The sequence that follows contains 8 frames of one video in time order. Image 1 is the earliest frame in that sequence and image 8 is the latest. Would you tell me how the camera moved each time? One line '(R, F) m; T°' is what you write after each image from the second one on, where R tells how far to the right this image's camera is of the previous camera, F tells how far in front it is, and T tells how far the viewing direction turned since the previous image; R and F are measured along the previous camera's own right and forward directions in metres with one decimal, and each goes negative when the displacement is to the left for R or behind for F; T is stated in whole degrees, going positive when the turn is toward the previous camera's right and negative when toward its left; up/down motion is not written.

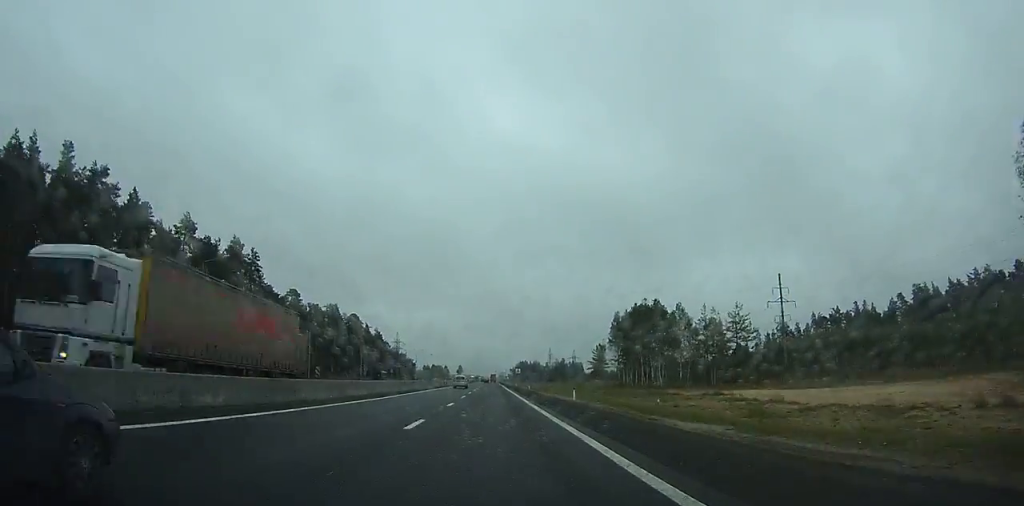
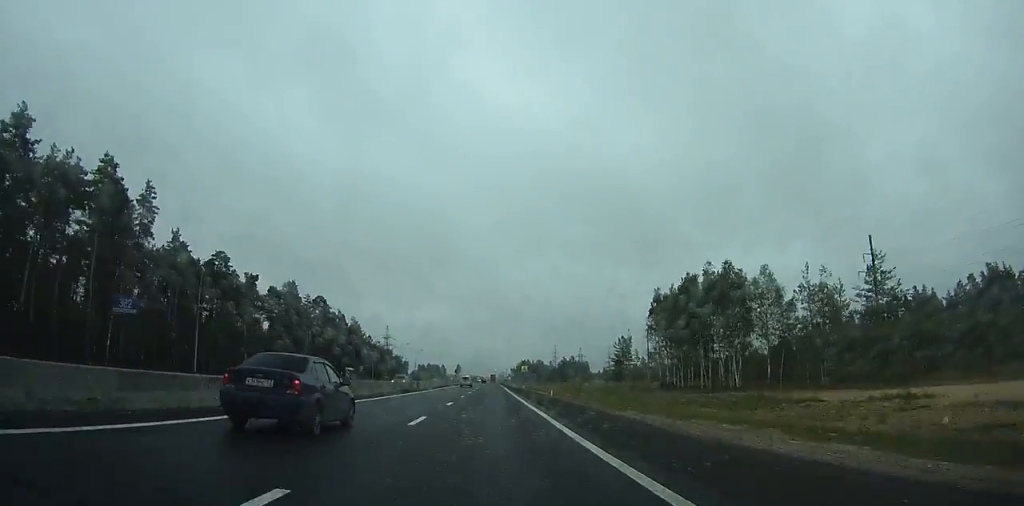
(+0.1, +35.5) m; 0°
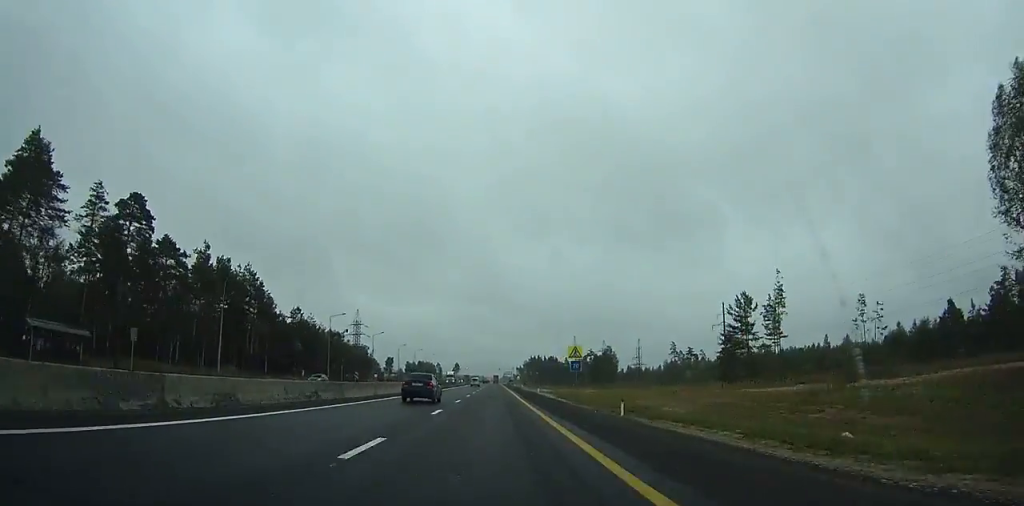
(+0.2, +72.4) m; 0°
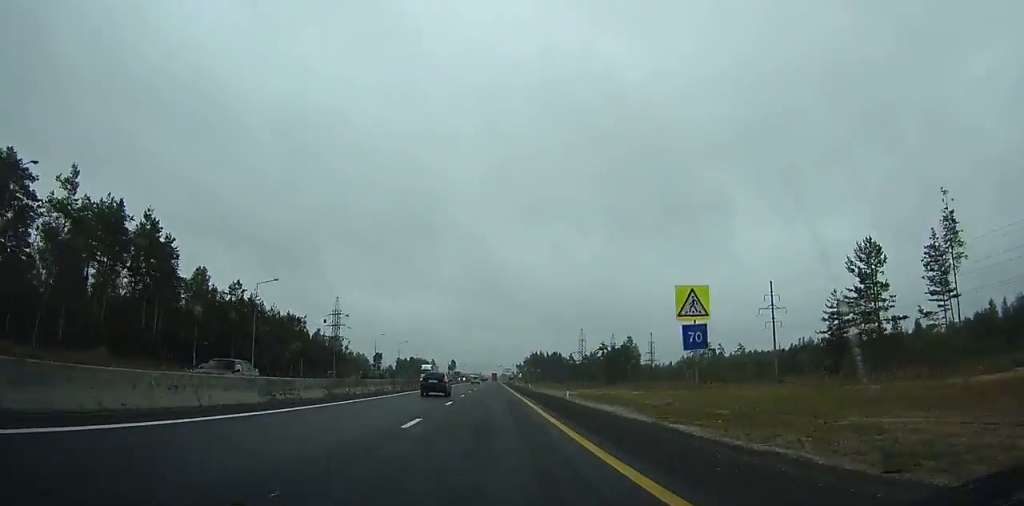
(-0.1, +28.3) m; 0°
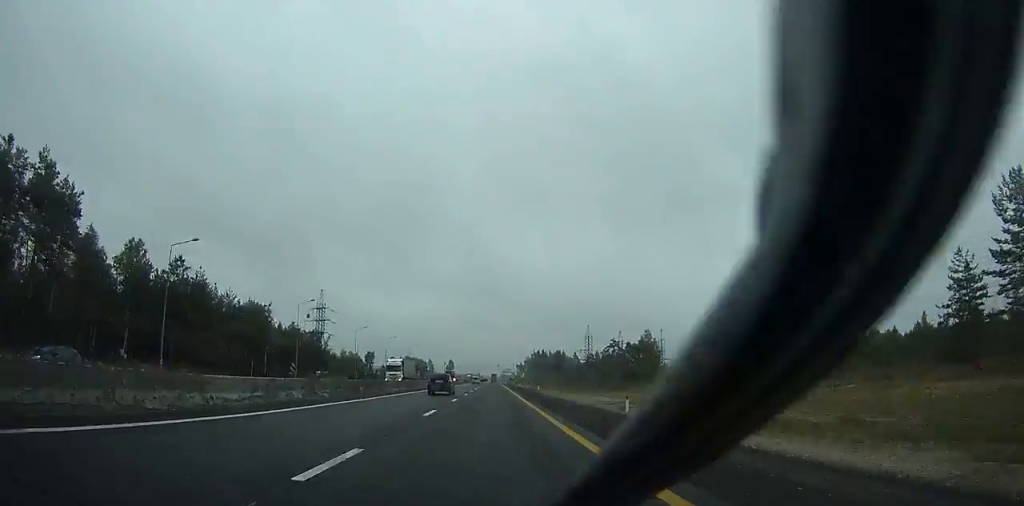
(0.0, +19.3) m; 0°
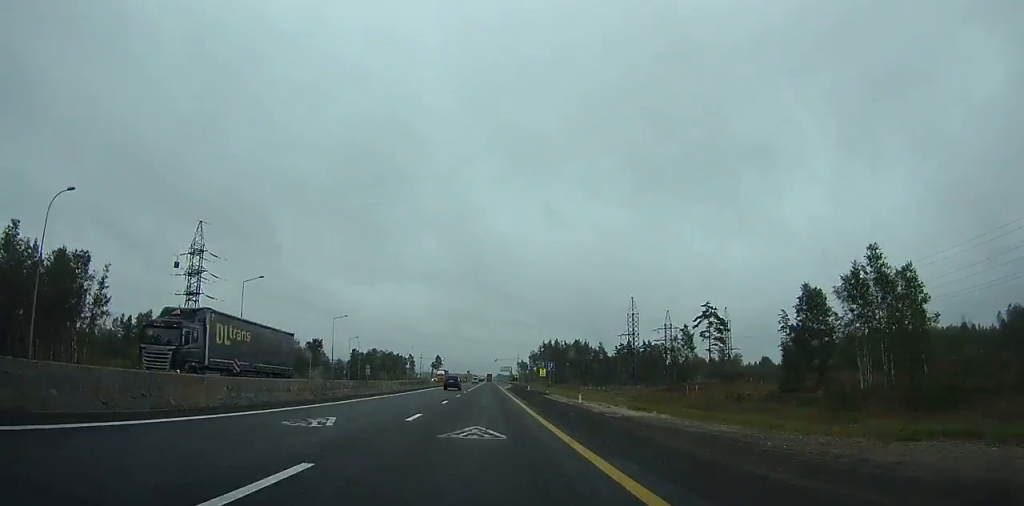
(-0.3, +92.8) m; 0°
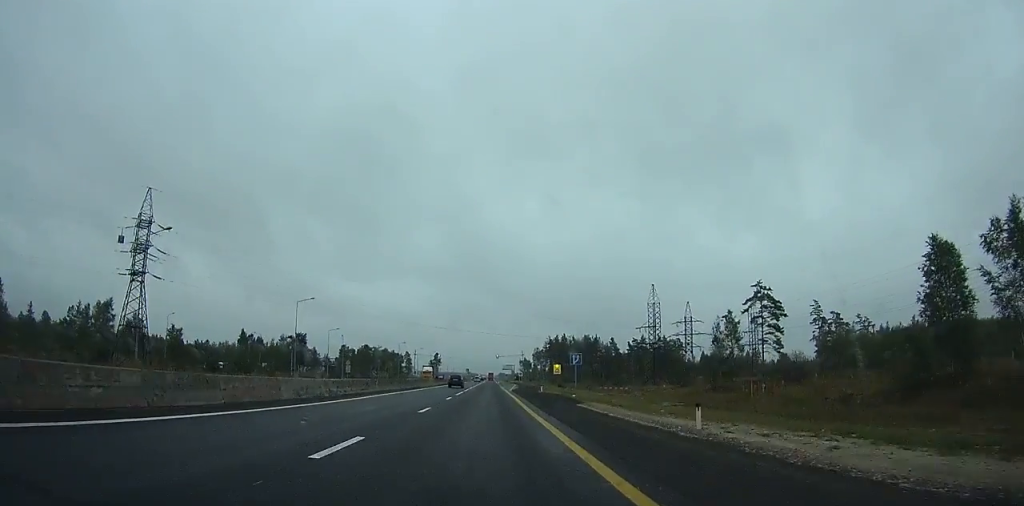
(0.0, +22.2) m; 0°
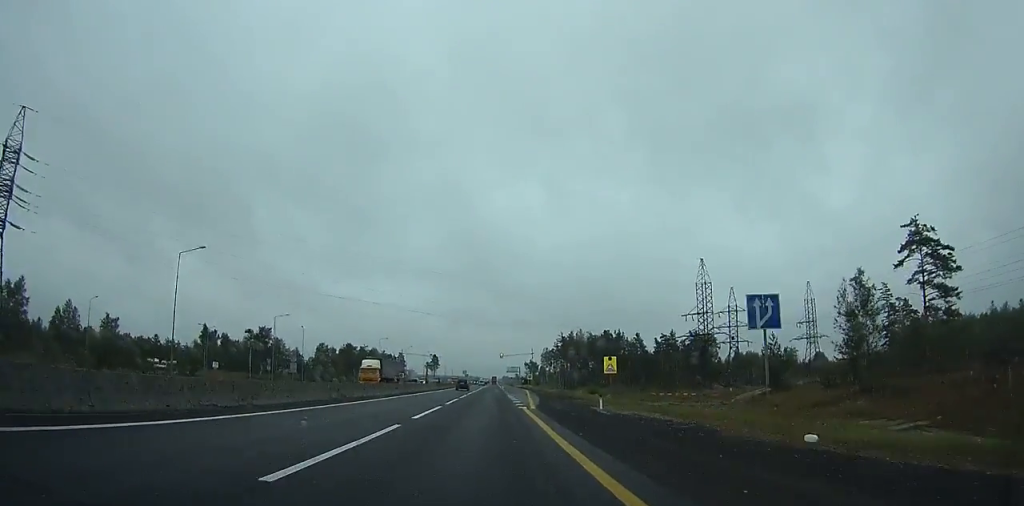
(0.0, +36.1) m; 0°
